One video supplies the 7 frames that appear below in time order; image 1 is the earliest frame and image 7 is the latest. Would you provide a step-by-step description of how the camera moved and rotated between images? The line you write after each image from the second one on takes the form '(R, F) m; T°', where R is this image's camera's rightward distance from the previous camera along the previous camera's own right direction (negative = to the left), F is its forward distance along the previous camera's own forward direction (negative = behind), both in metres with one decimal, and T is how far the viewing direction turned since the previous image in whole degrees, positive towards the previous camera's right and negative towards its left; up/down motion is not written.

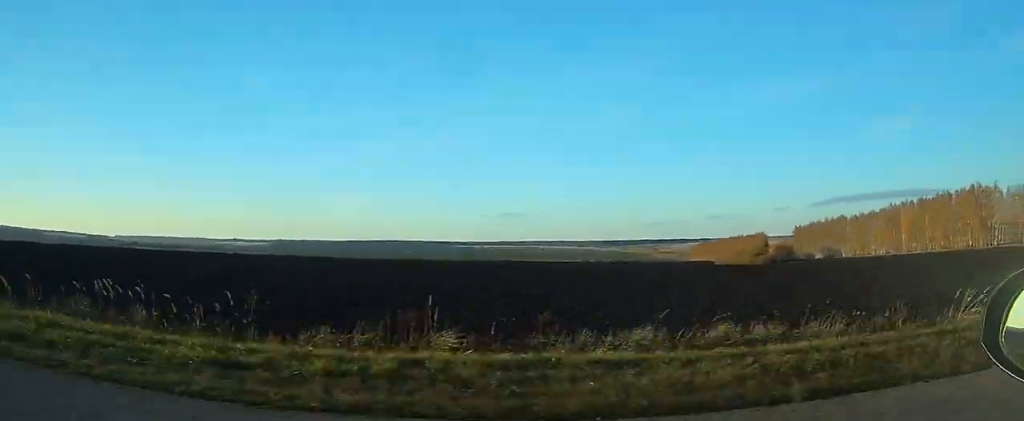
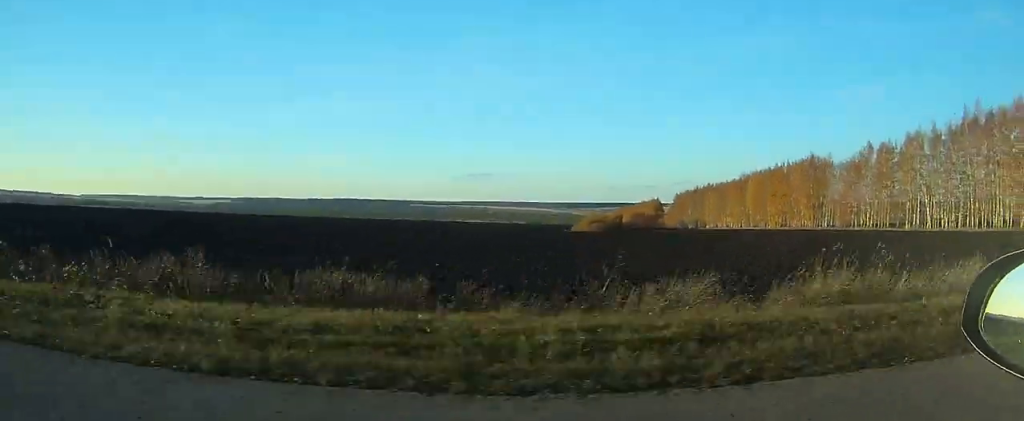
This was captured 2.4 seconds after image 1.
(+1.1, +64.9) m; +3°
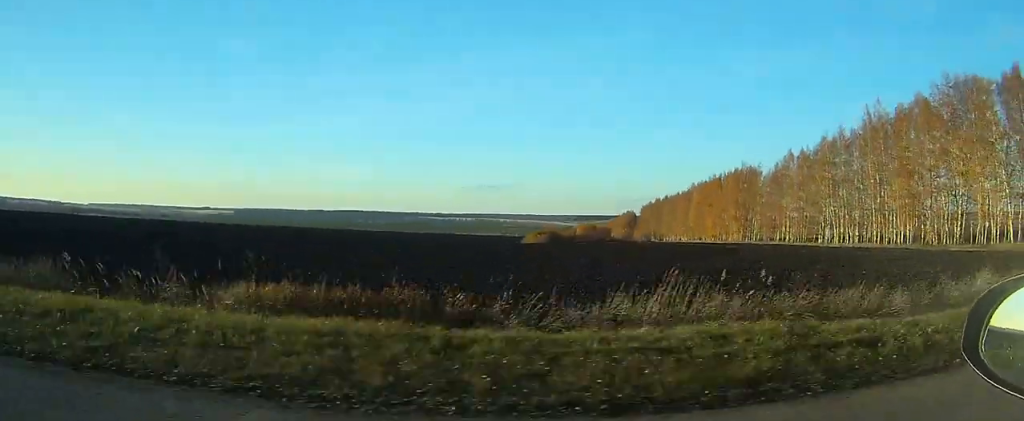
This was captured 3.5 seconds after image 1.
(+0.4, +27.6) m; +1°
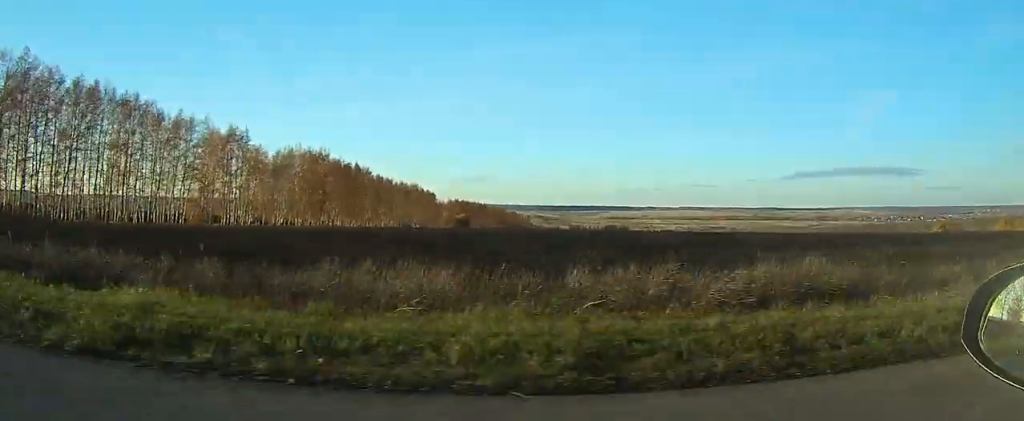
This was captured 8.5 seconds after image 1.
(-0.3, +124.4) m; -1°
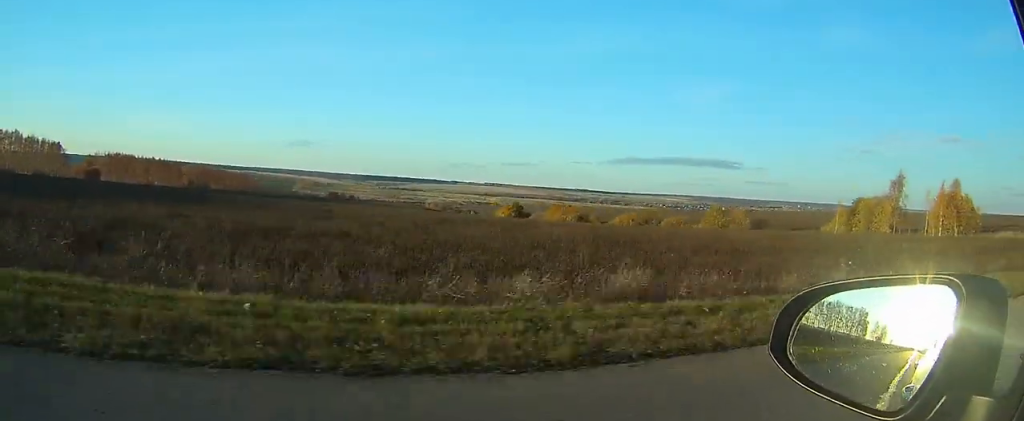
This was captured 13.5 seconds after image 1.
(+0.7, +131.5) m; +1°
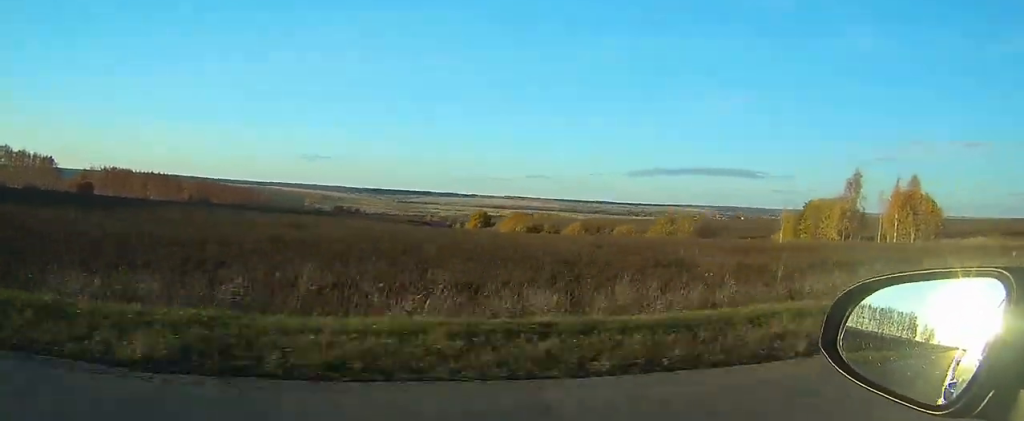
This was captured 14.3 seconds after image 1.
(0.0, +22.0) m; 0°
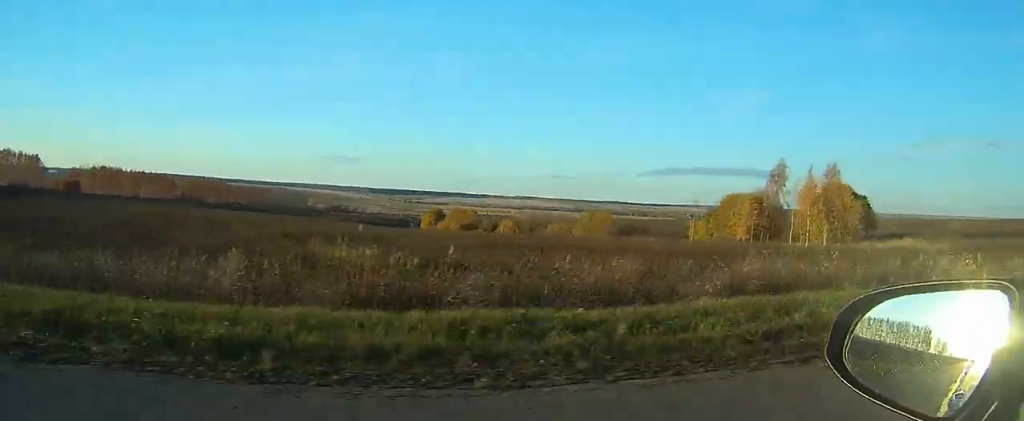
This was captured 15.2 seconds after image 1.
(+0.1, +21.2) m; 0°
